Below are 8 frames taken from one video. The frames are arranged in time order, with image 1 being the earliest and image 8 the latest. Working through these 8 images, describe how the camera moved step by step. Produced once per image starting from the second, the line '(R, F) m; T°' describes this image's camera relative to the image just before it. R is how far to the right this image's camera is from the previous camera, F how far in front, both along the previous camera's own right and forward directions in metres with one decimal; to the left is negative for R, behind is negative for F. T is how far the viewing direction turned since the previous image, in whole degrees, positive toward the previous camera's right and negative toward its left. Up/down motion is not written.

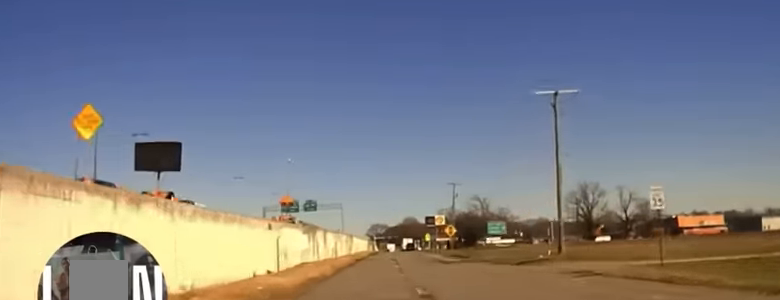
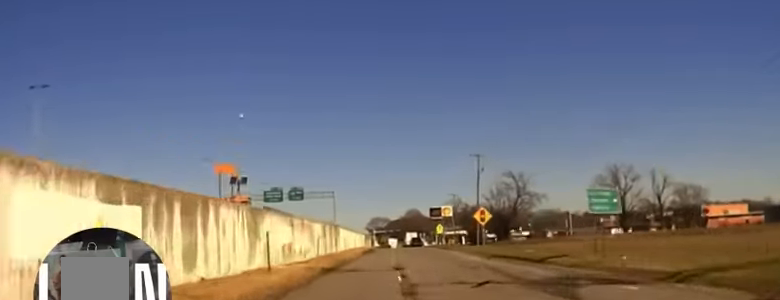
(+0.1, +31.1) m; 0°
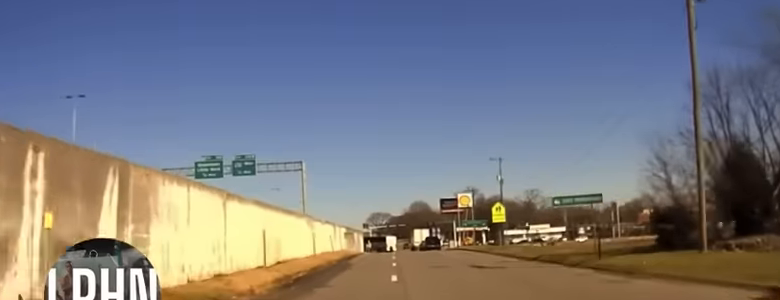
(0.0, +61.3) m; 0°
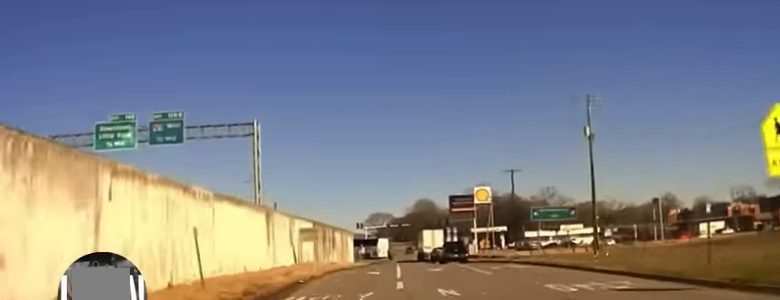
(-0.1, +38.8) m; 0°
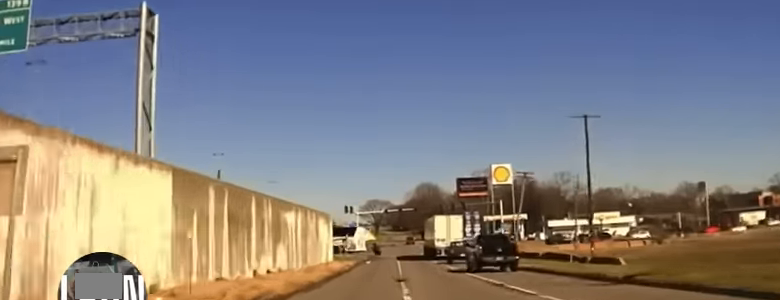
(-0.2, +33.2) m; 0°
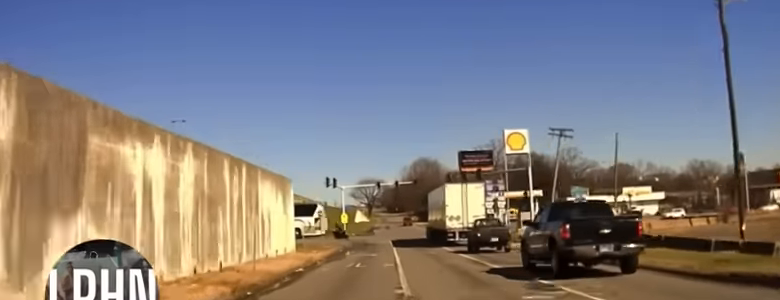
(+0.2, +22.2) m; +1°
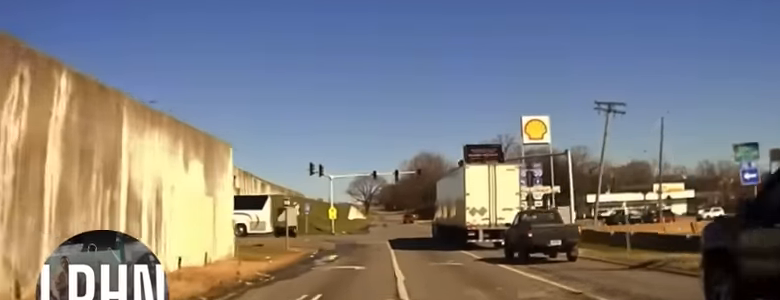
(+0.1, +18.2) m; +1°
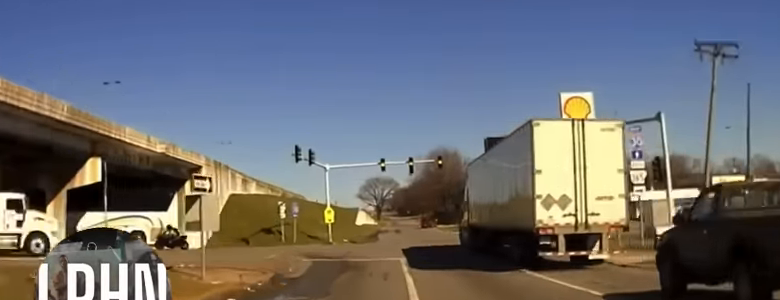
(0.0, +20.5) m; +1°
